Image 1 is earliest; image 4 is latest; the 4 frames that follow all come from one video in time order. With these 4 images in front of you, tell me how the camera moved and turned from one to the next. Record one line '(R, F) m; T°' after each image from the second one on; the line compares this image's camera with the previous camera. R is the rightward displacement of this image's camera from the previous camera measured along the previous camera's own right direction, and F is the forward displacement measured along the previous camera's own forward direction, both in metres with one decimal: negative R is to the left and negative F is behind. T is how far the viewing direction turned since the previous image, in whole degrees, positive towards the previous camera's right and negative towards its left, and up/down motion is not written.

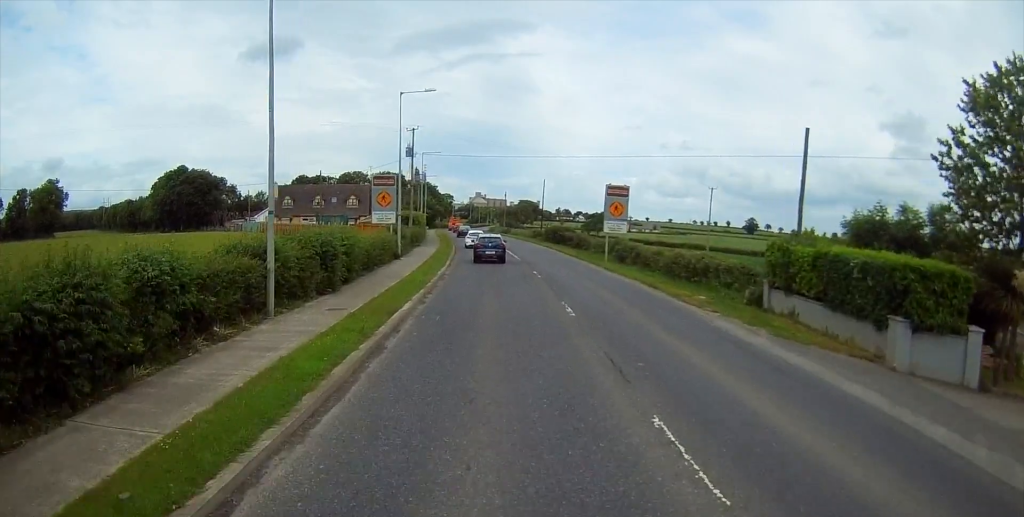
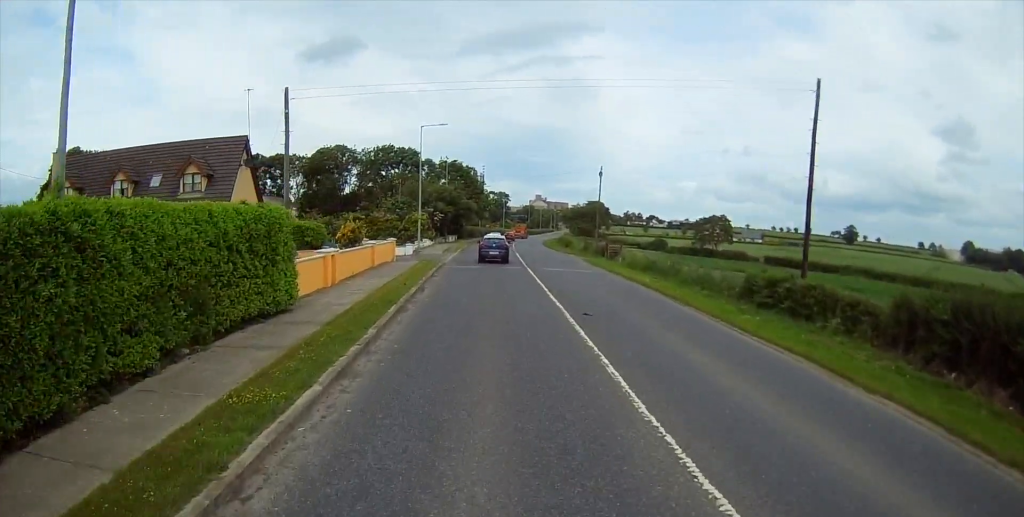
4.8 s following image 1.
(-2.3, +68.2) m; -5°
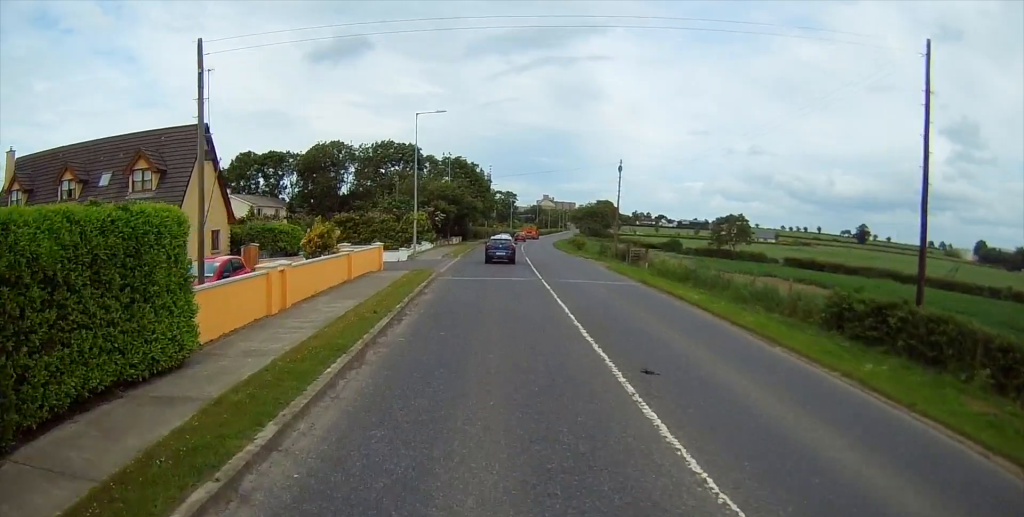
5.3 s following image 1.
(-0.1, +6.7) m; -1°
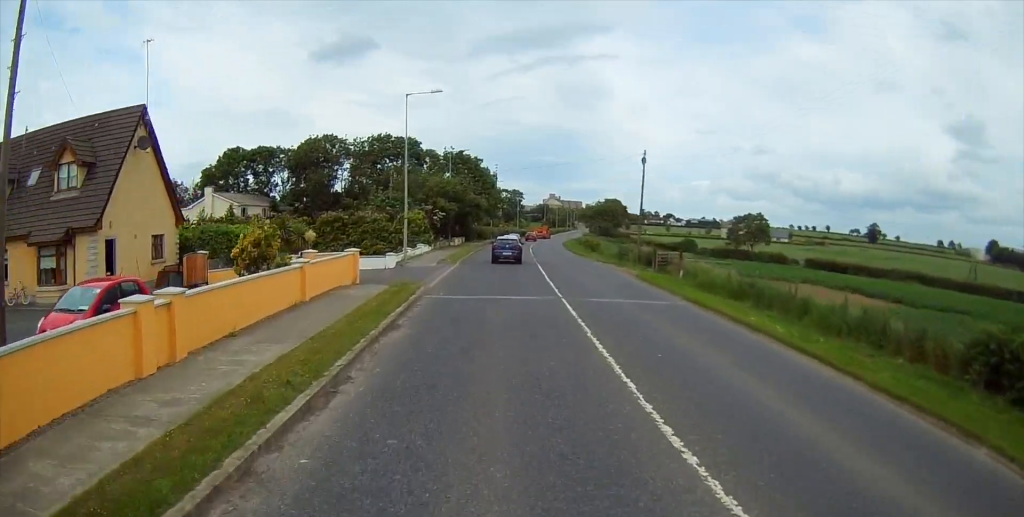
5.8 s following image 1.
(0.0, +7.2) m; -1°
